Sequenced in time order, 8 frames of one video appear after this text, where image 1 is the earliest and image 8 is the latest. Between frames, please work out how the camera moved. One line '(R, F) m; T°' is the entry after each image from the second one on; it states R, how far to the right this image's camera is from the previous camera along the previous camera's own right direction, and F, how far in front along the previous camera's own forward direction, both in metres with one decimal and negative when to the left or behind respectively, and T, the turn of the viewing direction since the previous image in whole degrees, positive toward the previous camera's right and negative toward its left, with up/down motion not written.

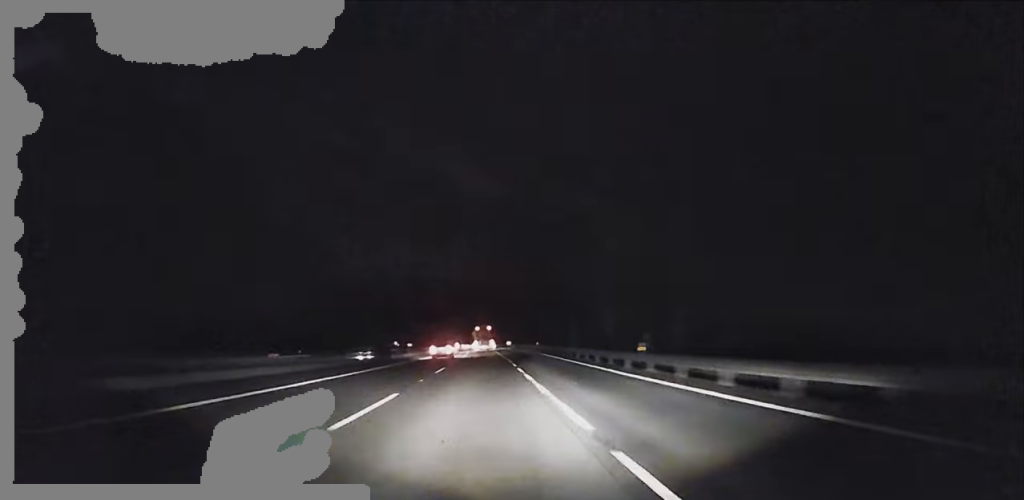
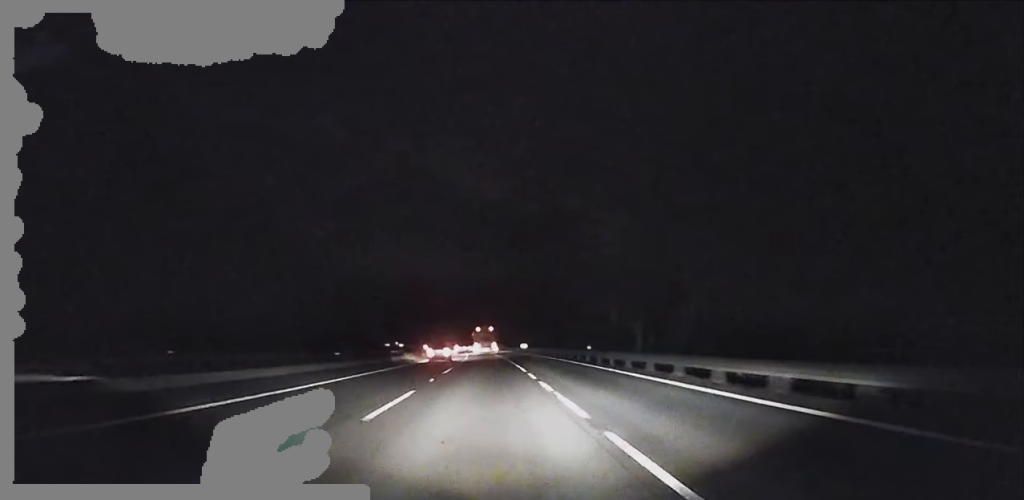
(-0.3, +36.2) m; 0°
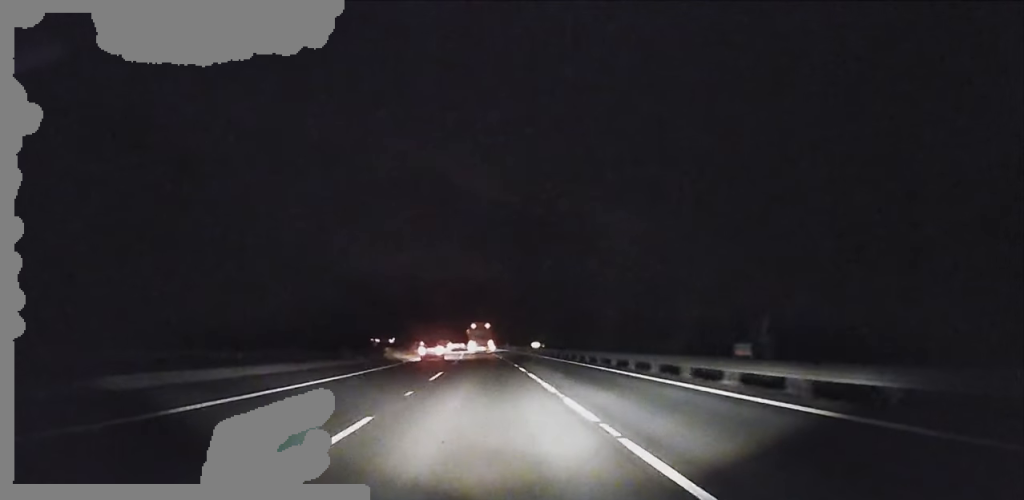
(+0.6, +24.8) m; 0°
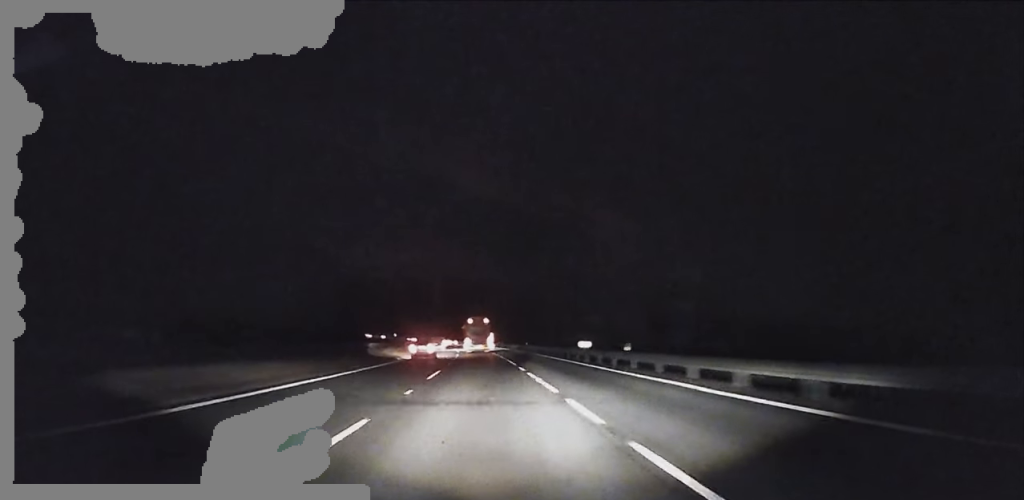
(-0.7, +36.7) m; -1°
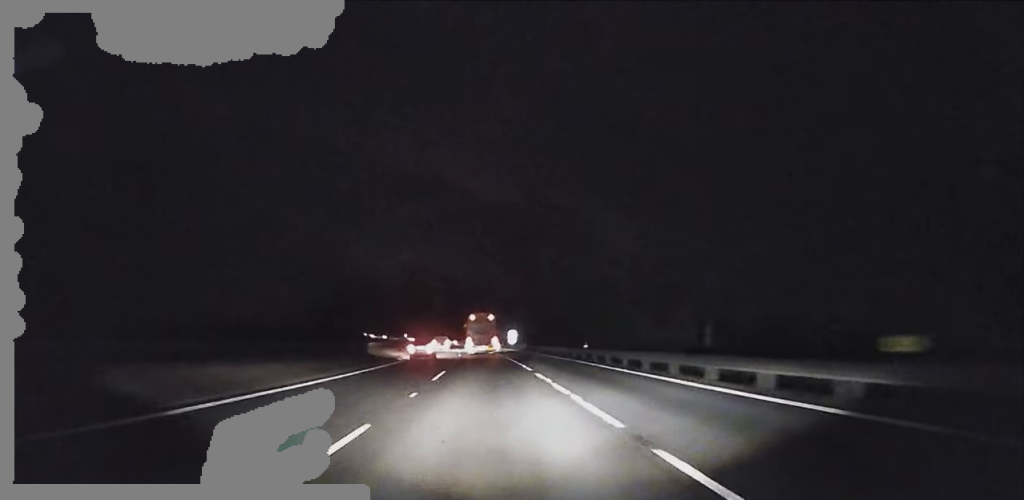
(0.0, +37.3) m; -1°
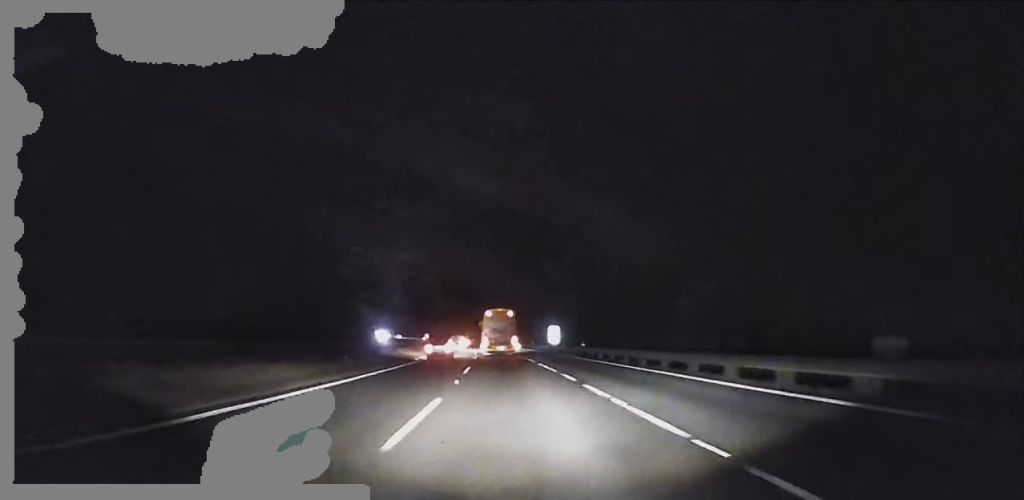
(-0.6, +31.7) m; -1°
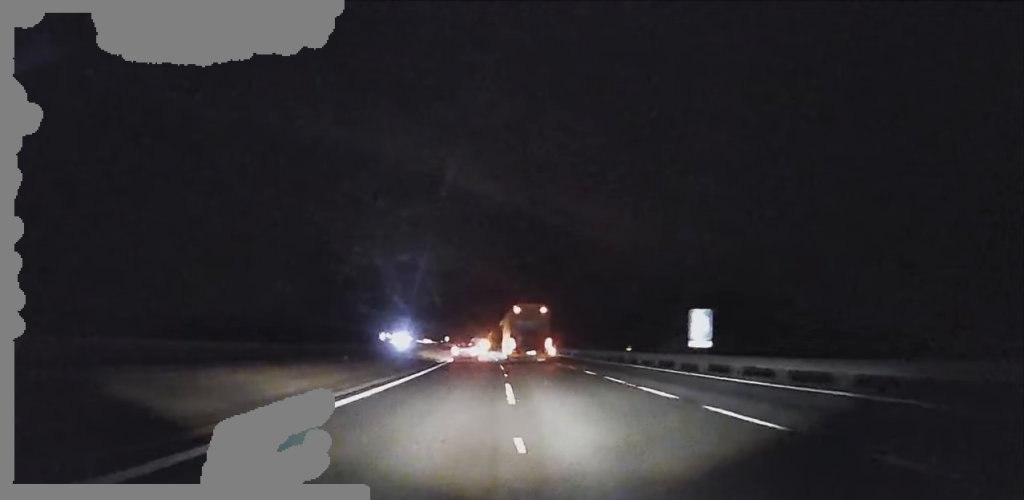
(-0.7, +48.8) m; -2°
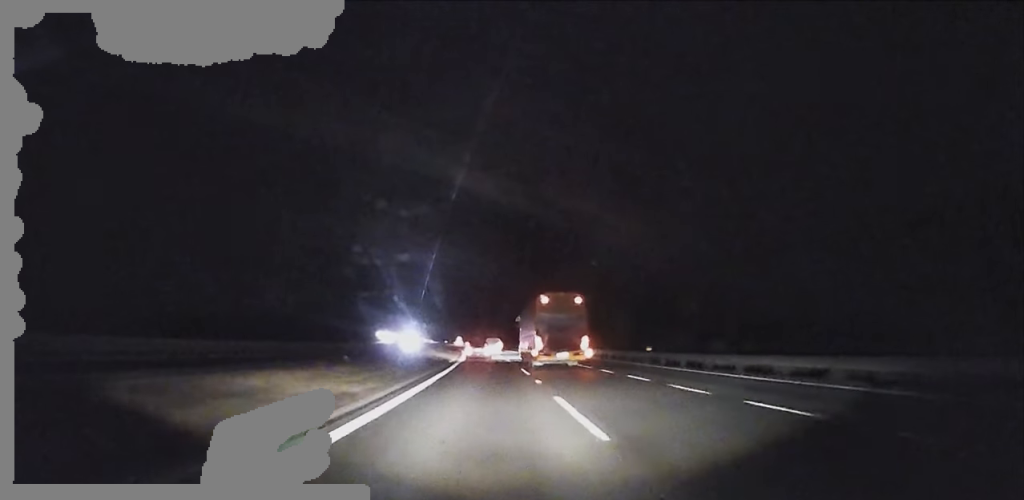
(-1.2, +41.9) m; -3°
